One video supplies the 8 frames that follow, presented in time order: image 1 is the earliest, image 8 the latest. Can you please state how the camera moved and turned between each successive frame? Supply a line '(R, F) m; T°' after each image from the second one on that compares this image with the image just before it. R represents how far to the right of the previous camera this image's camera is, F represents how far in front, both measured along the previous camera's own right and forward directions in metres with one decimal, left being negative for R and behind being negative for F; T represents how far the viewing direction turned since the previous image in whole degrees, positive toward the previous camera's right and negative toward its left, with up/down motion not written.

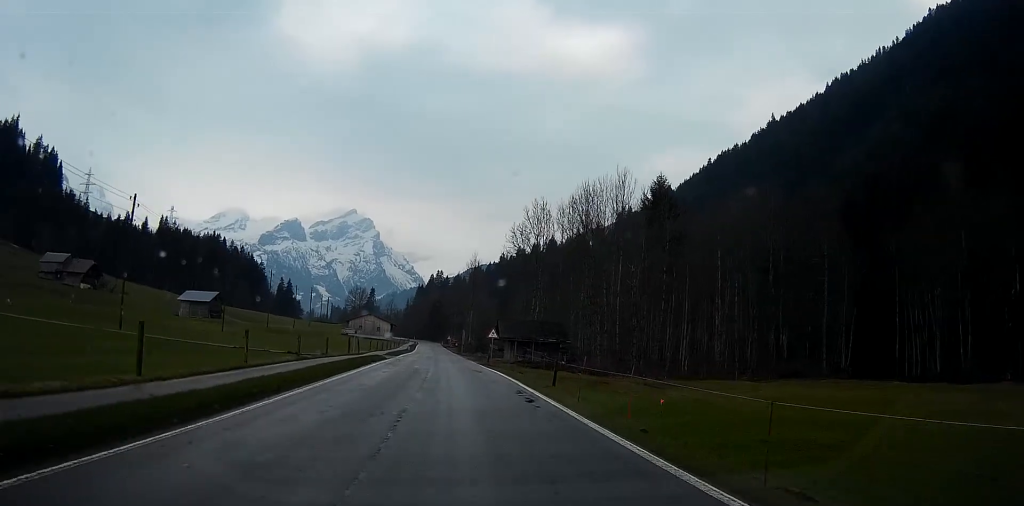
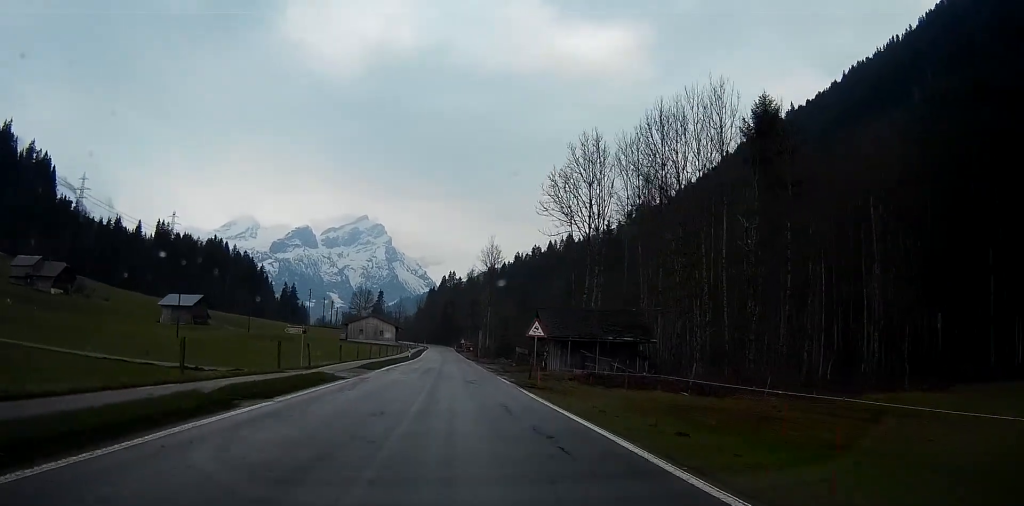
(-0.3, +23.1) m; -1°
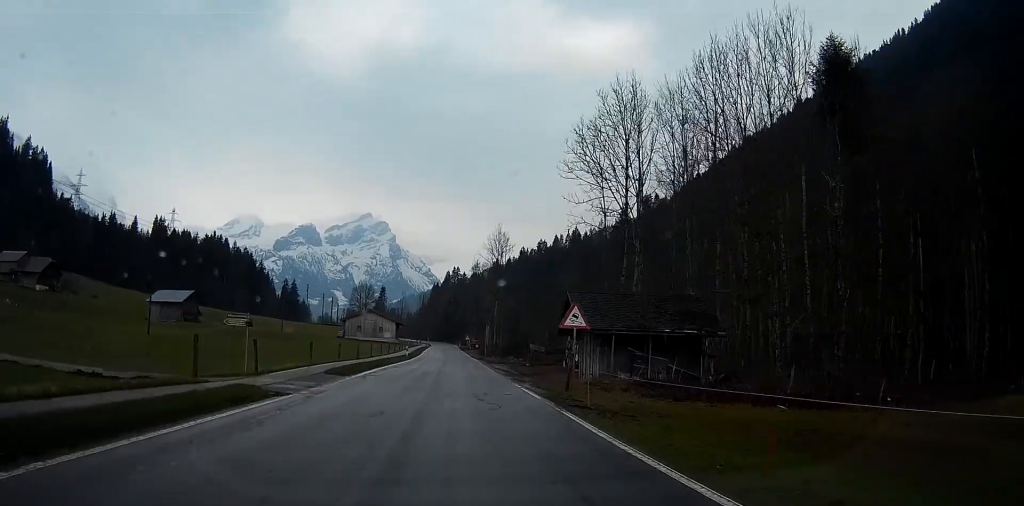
(0.0, +9.6) m; 0°
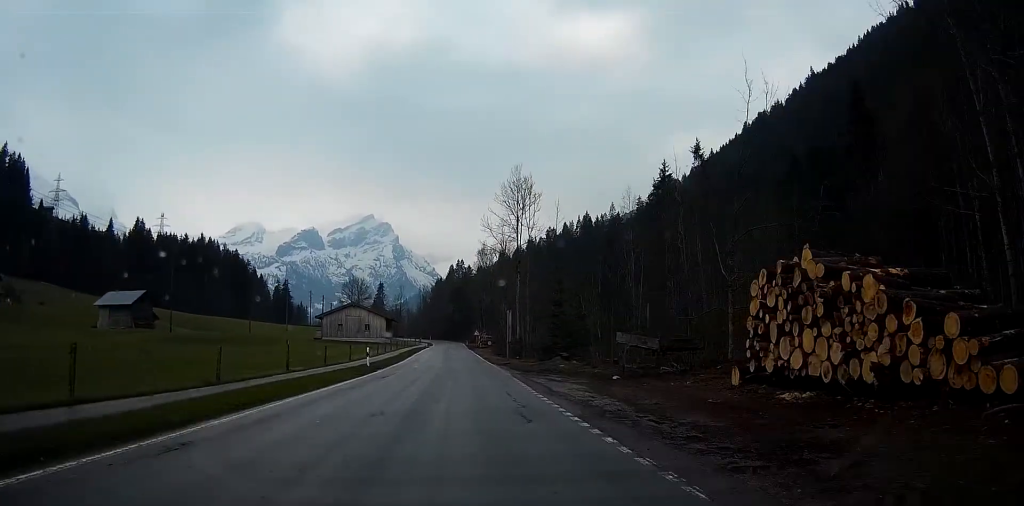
(-0.1, +30.8) m; 0°
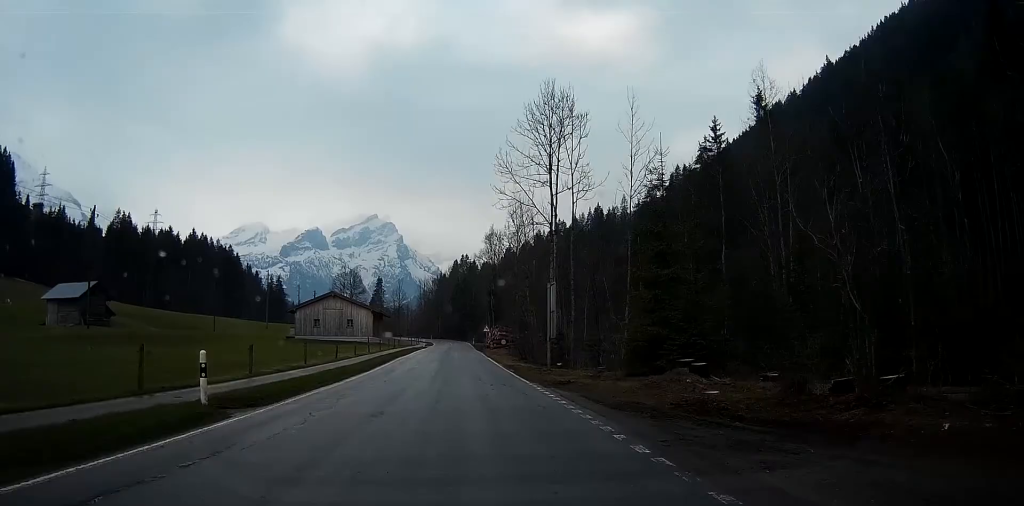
(0.0, +23.0) m; 0°
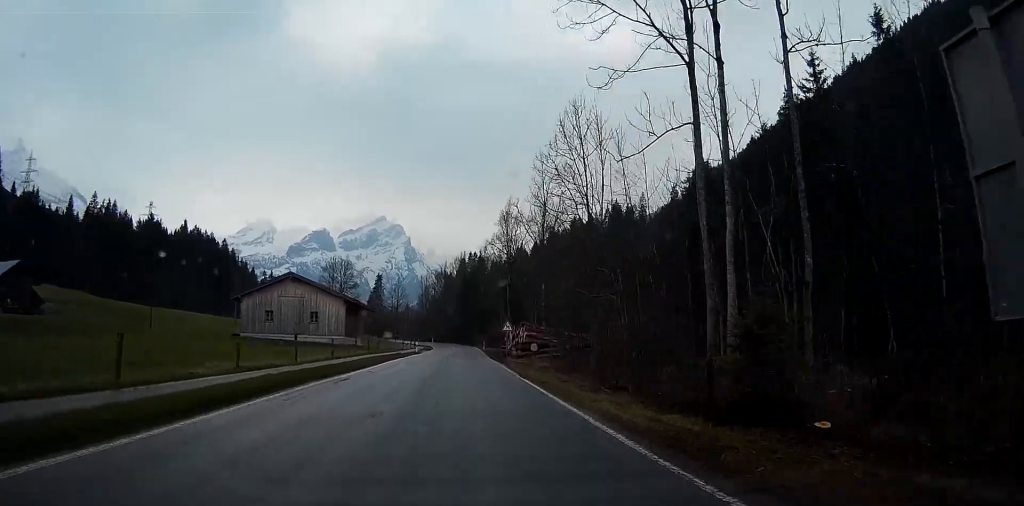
(-0.2, +27.0) m; 0°
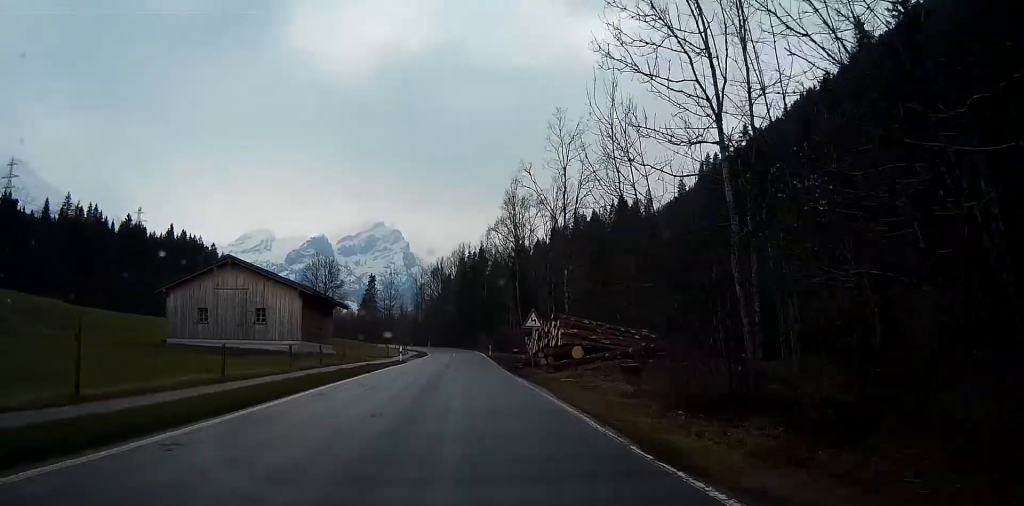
(0.0, +18.5) m; 0°
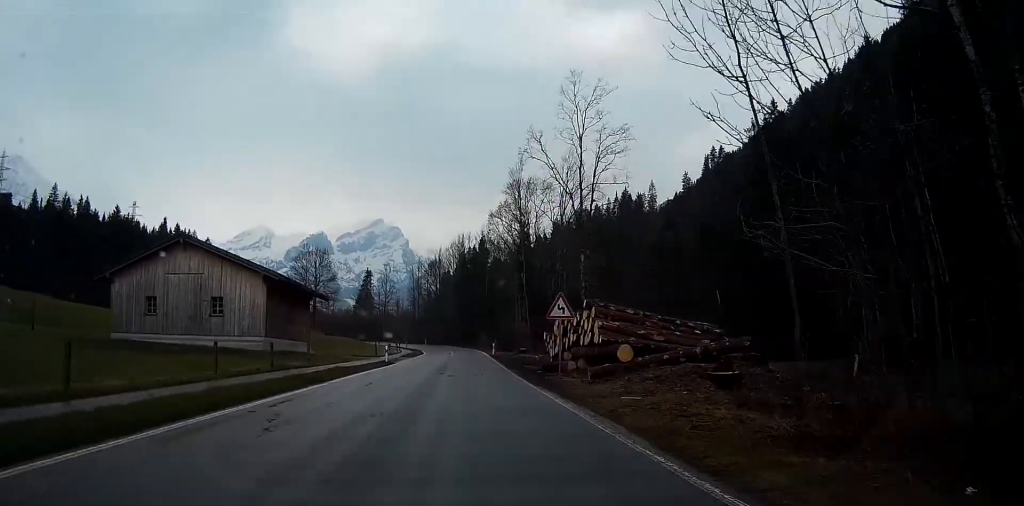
(0.0, +9.2) m; 0°
